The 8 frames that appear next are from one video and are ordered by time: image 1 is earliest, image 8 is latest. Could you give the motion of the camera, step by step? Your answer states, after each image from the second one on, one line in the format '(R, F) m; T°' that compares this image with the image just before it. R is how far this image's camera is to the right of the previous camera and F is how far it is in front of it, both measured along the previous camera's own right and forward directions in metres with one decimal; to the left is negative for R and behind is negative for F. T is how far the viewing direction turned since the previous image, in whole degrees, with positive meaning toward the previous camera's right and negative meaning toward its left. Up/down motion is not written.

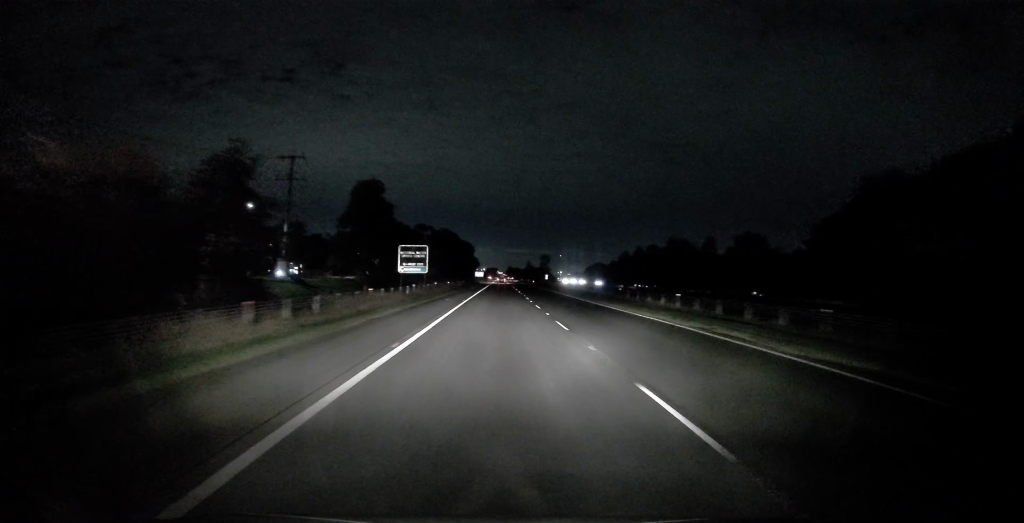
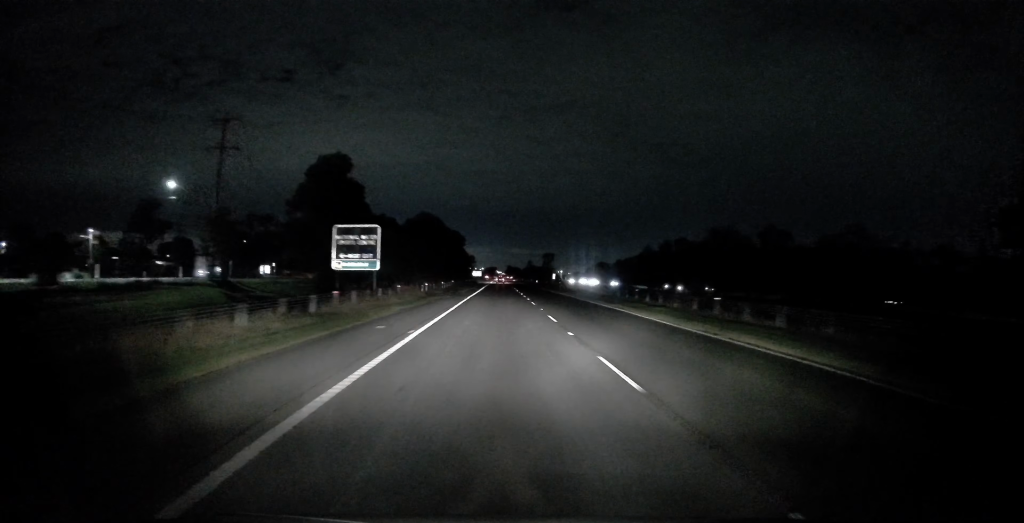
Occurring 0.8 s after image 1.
(0.0, +27.3) m; 0°
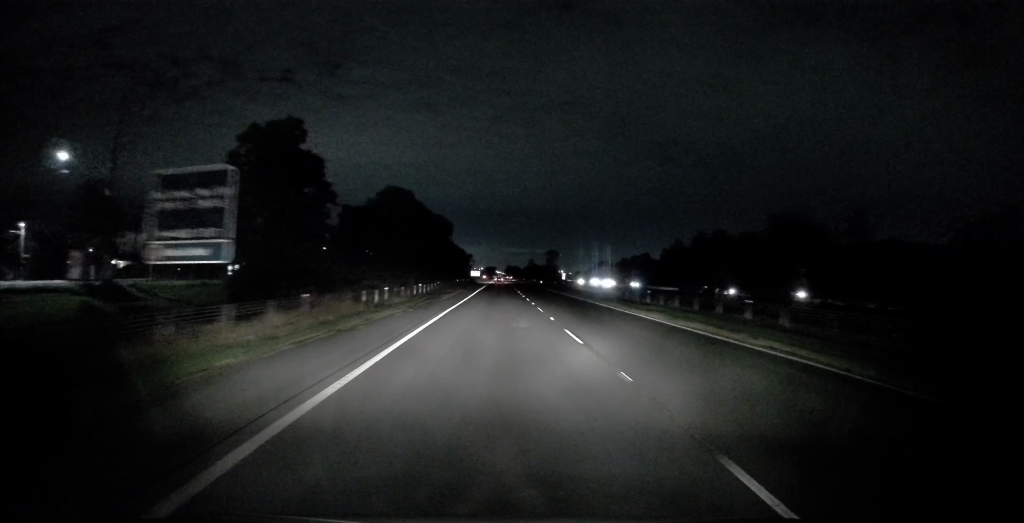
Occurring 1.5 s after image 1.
(-0.1, +22.4) m; -1°
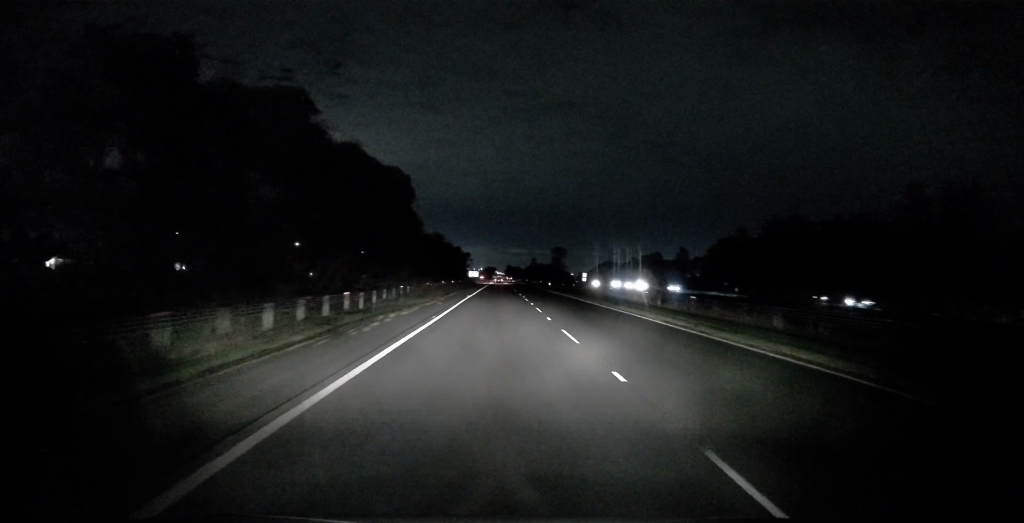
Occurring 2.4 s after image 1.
(-0.5, +25.3) m; -1°
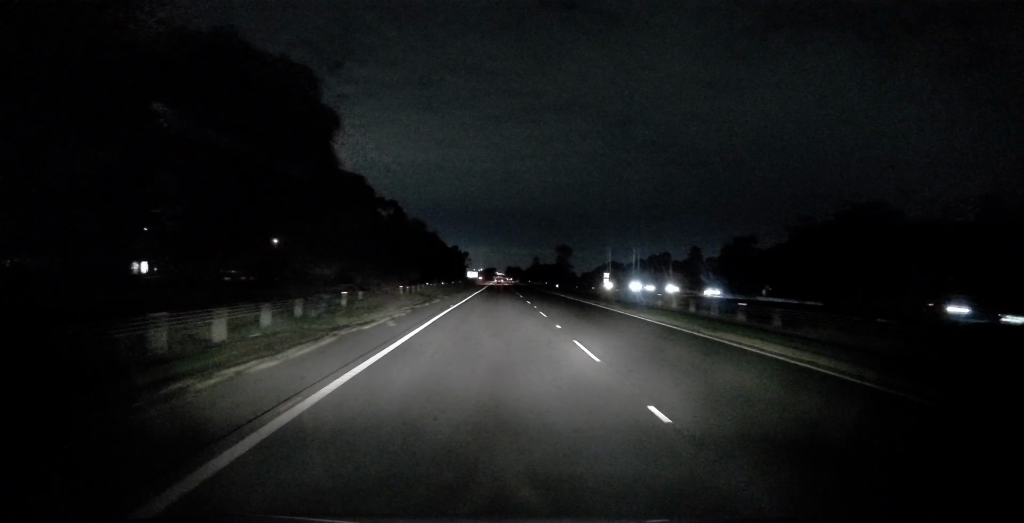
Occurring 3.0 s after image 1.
(+0.1, +14.0) m; 0°
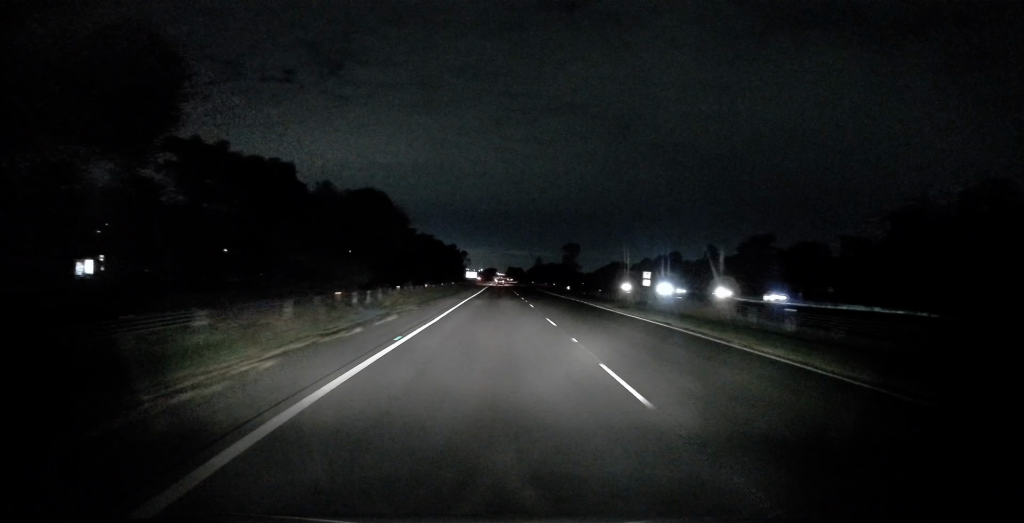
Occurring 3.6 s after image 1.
(+0.1, +13.9) m; +1°
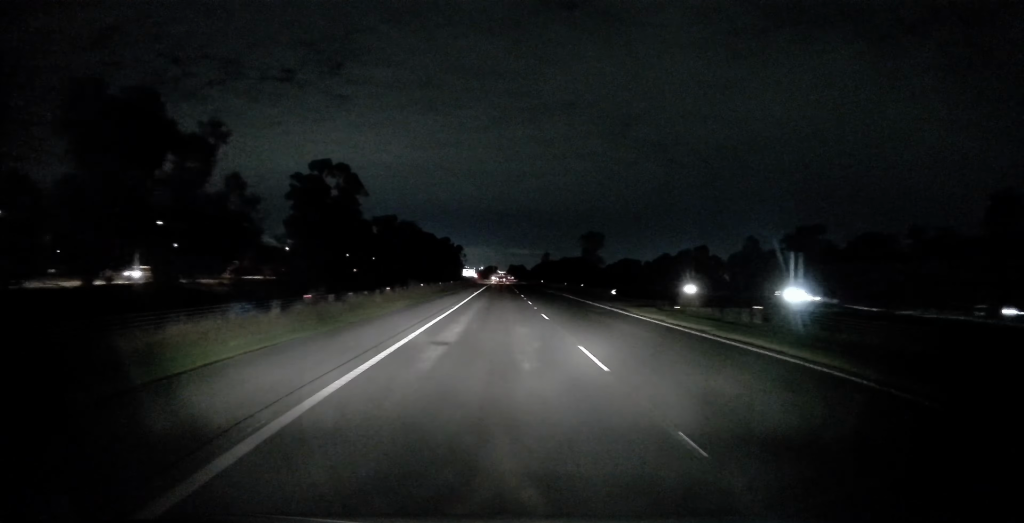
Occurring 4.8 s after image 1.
(+0.3, +24.4) m; +1°
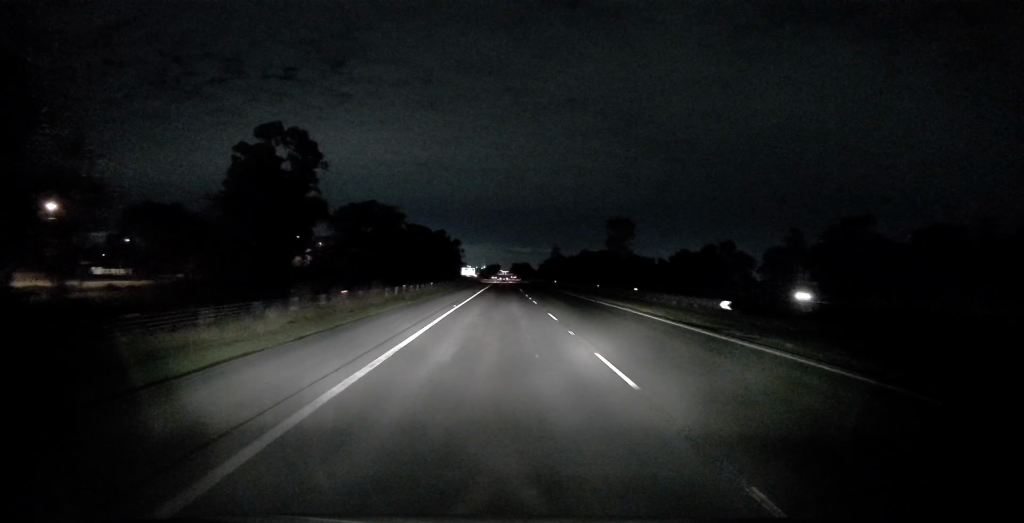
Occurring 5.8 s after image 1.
(+0.2, +18.8) m; +1°
